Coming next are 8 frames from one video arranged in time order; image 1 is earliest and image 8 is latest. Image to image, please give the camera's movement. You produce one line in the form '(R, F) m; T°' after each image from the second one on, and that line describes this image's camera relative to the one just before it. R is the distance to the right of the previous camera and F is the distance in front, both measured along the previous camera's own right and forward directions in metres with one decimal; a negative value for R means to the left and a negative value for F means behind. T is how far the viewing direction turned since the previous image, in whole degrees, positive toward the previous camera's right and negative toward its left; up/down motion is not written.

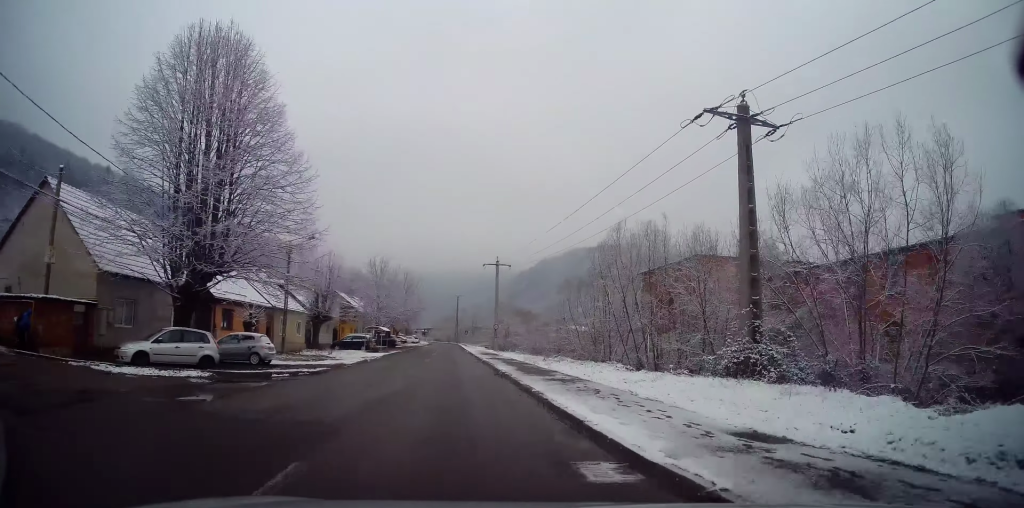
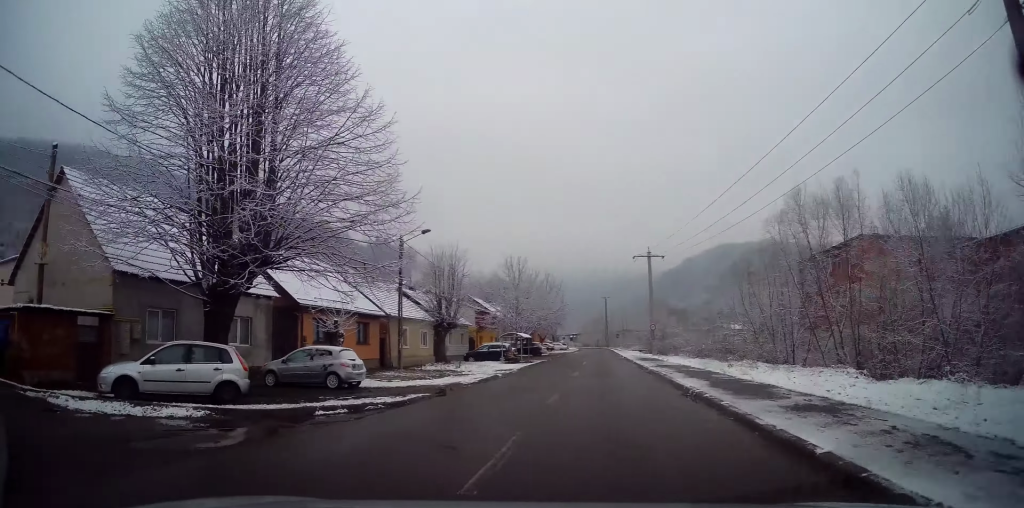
(-0.3, +8.7) m; -13°
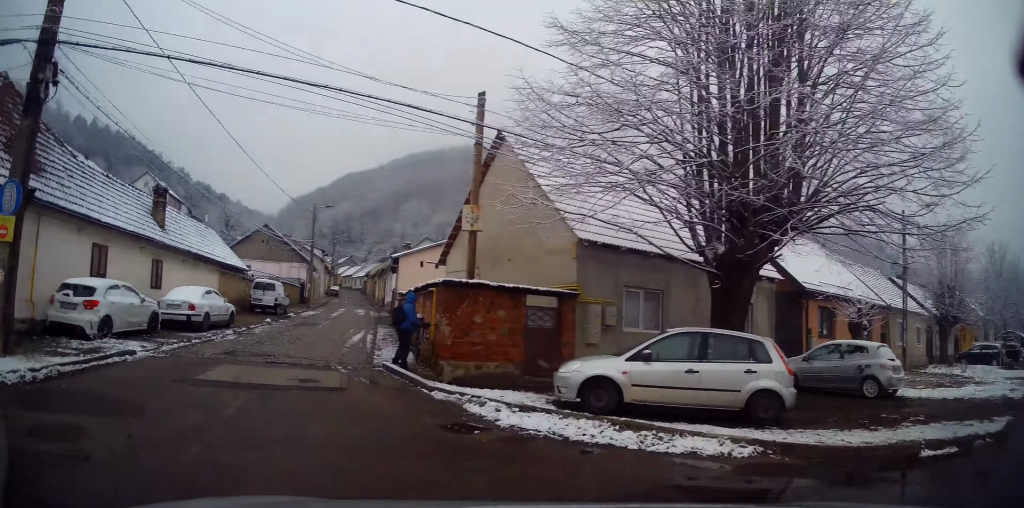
(-2.5, +5.6) m; -45°
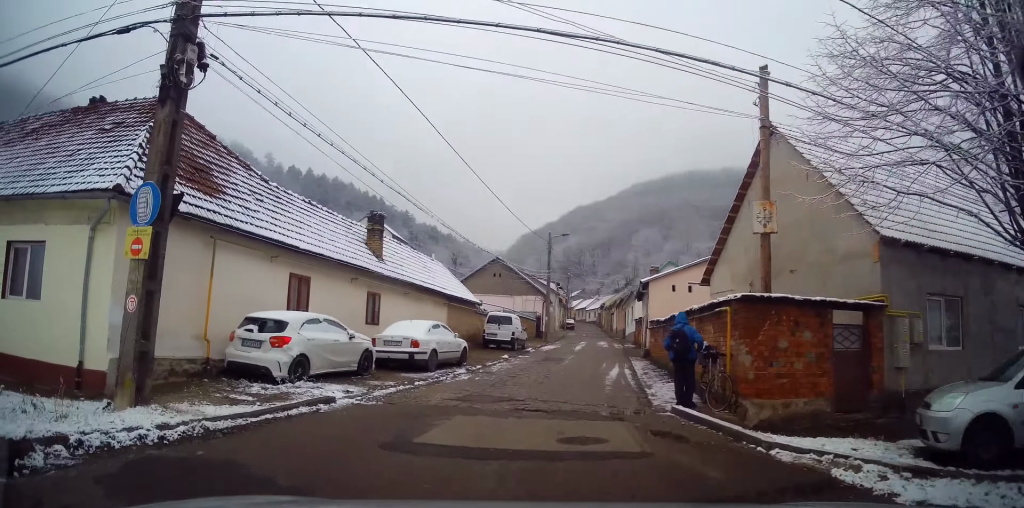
(-0.9, +3.0) m; -21°
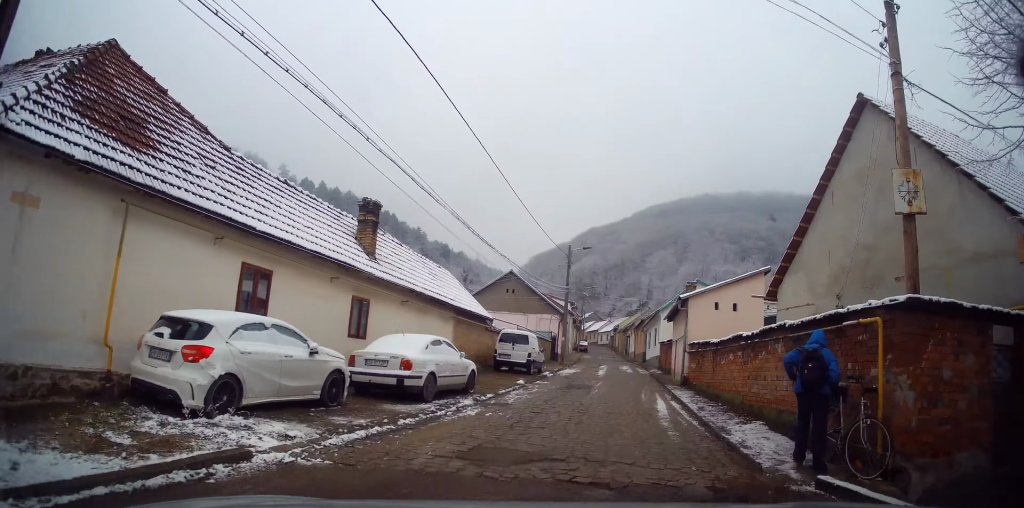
(-0.3, +3.6) m; -2°
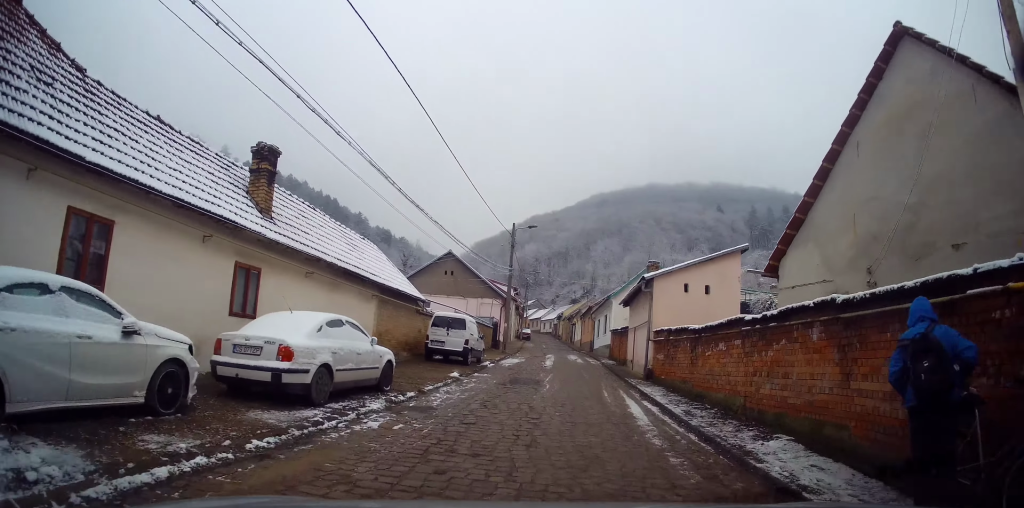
(+0.1, +3.5) m; +4°
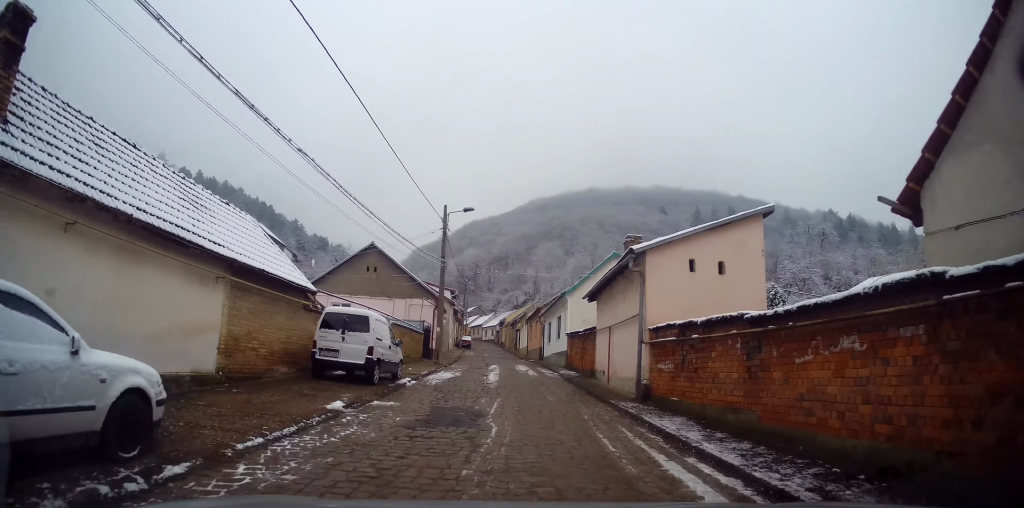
(+0.2, +6.4) m; +5°
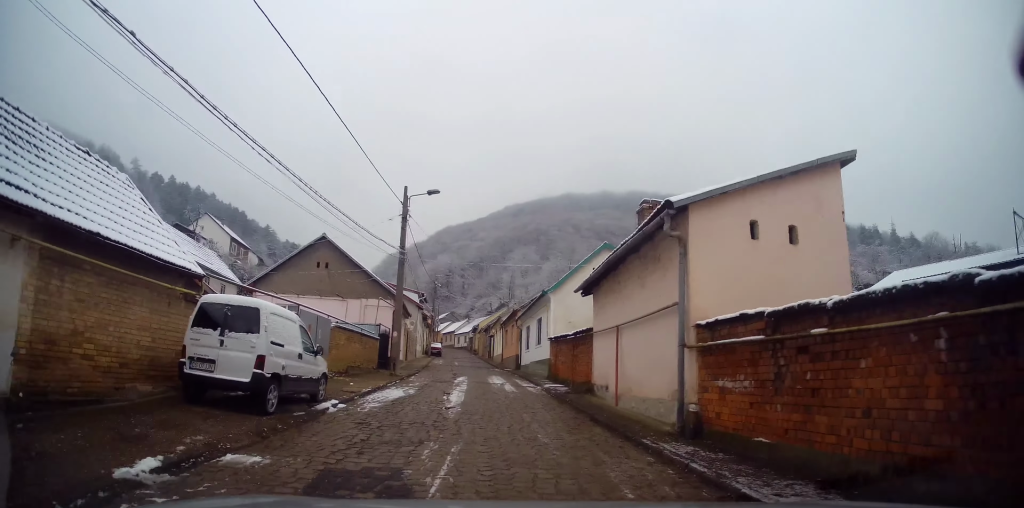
(+0.1, +4.7) m; +3°
